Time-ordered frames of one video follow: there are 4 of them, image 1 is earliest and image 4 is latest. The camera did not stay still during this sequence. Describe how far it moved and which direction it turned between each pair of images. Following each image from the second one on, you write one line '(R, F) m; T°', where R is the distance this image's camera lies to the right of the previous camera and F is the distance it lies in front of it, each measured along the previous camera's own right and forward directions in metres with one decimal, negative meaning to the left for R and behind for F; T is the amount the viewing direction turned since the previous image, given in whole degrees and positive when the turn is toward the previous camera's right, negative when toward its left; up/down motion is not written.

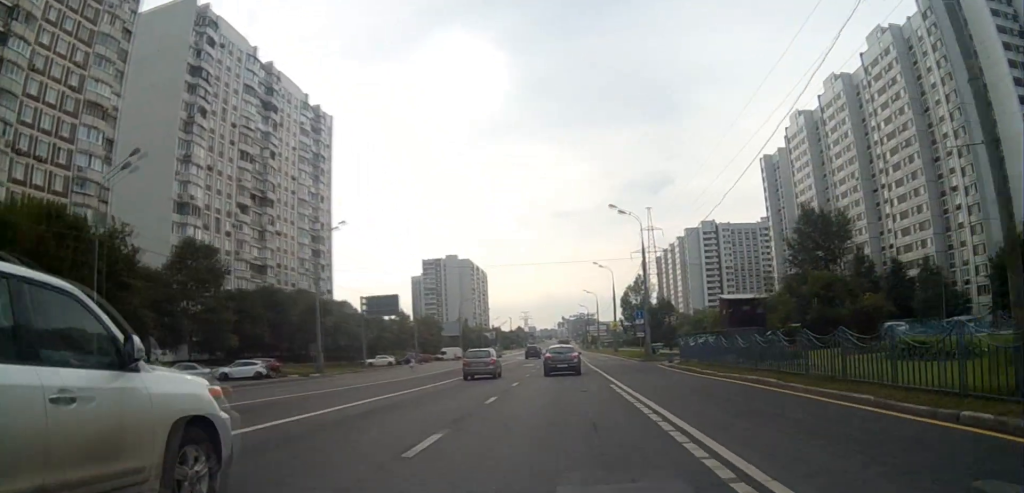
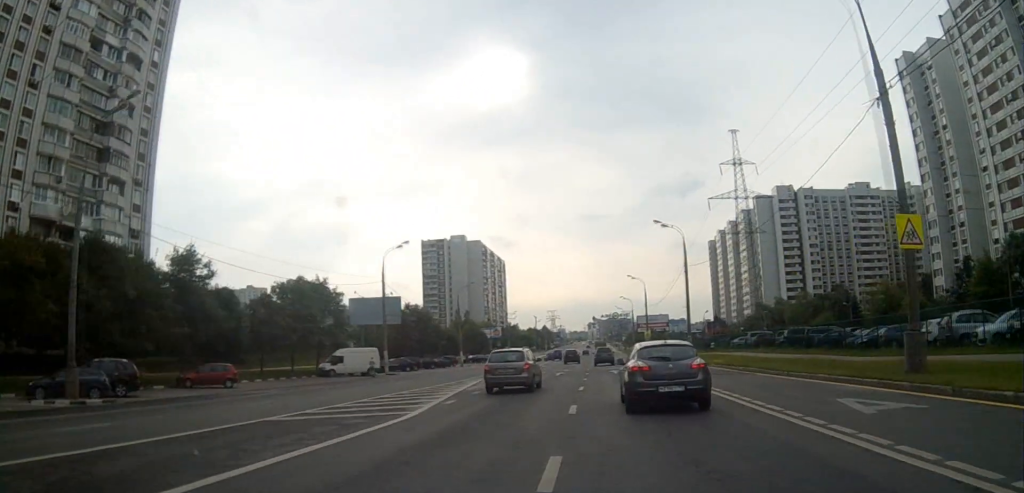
(+0.6, +74.7) m; -1°
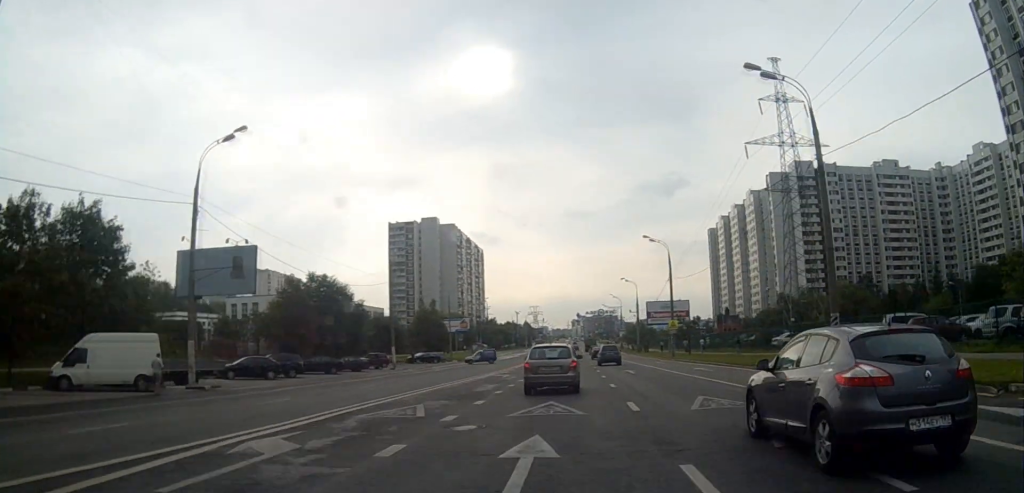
(-0.1, +33.0) m; 0°
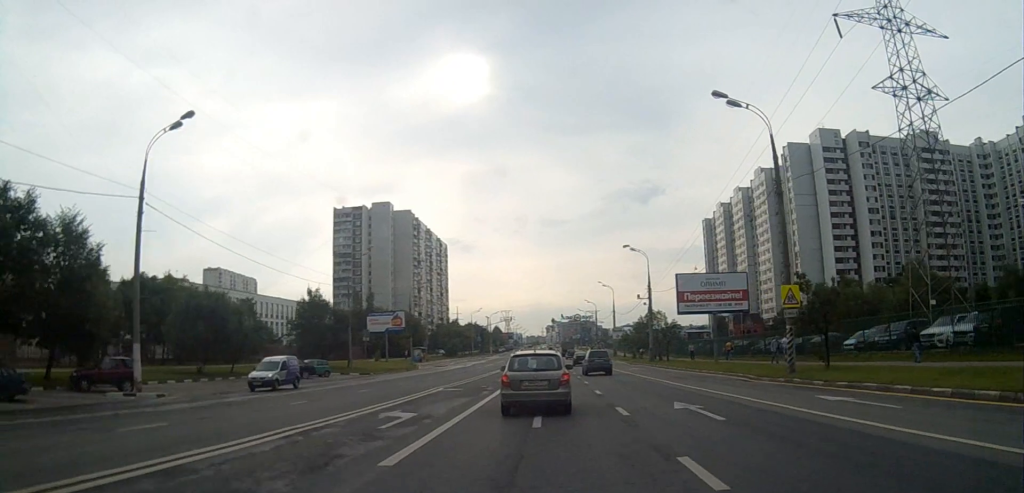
(+0.3, +38.1) m; +1°
